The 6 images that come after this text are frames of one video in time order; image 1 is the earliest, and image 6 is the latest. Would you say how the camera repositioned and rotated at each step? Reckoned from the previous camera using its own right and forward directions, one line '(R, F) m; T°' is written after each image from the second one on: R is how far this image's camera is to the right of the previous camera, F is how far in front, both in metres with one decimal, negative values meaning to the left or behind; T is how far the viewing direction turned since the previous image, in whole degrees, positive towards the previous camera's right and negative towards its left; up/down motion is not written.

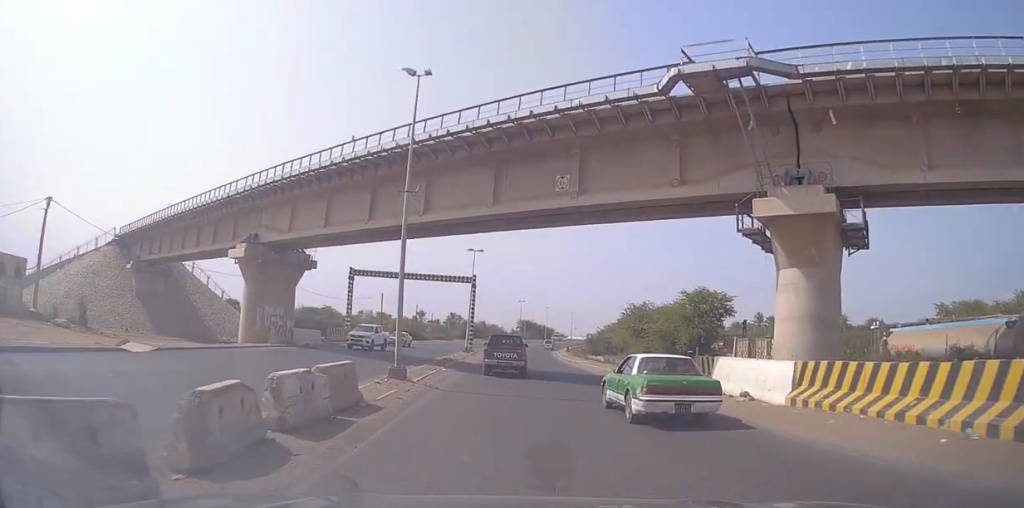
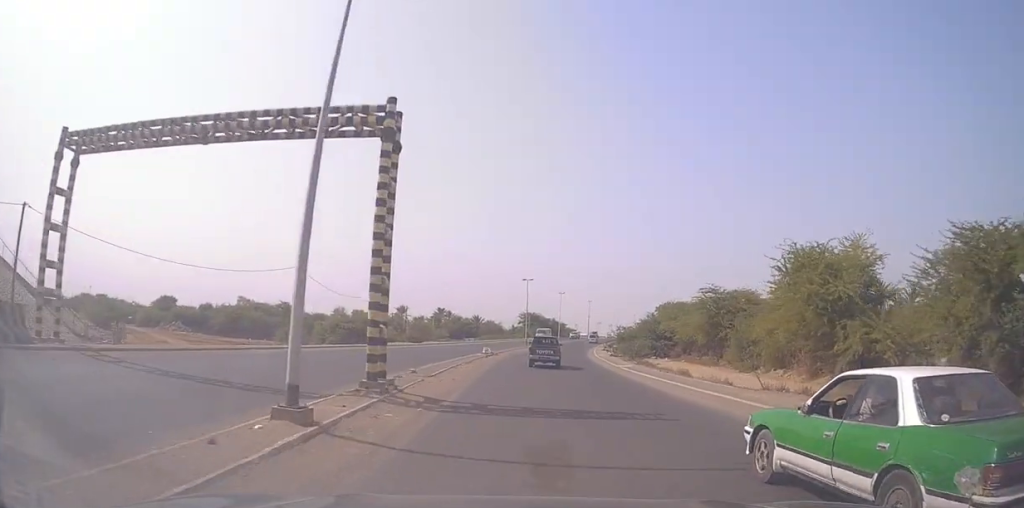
(+1.0, +40.4) m; 0°
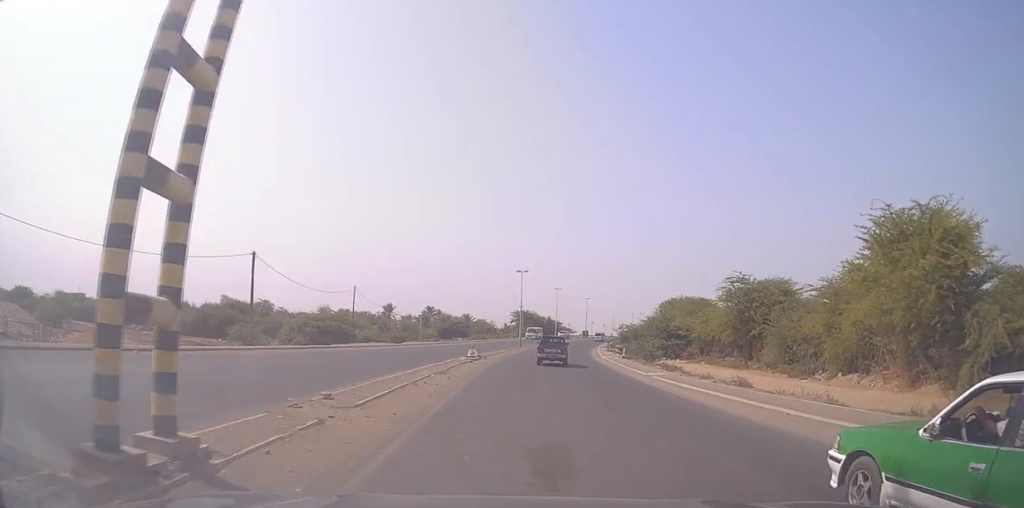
(0.0, +9.4) m; +1°
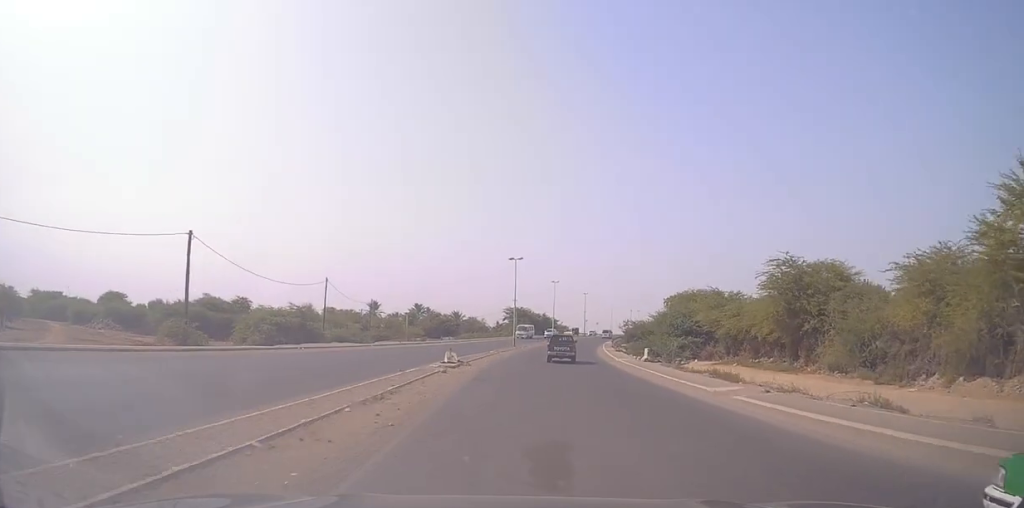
(0.0, +10.0) m; +1°
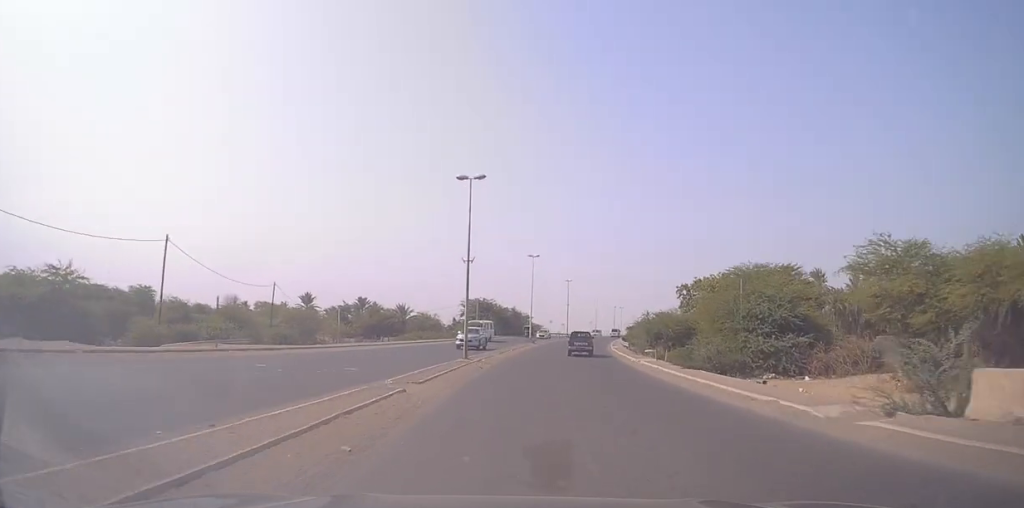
(+0.8, +31.0) m; +2°
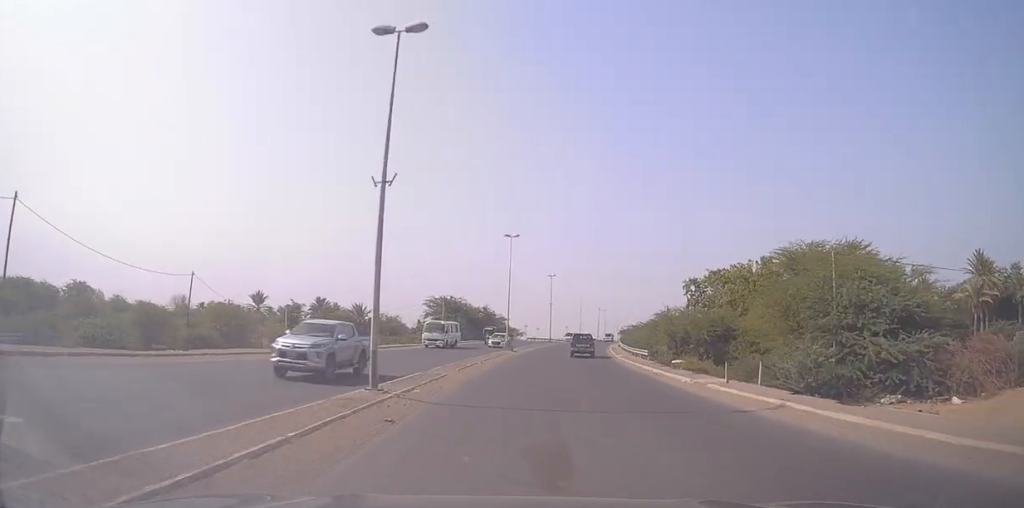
(+0.2, +15.4) m; +3°
